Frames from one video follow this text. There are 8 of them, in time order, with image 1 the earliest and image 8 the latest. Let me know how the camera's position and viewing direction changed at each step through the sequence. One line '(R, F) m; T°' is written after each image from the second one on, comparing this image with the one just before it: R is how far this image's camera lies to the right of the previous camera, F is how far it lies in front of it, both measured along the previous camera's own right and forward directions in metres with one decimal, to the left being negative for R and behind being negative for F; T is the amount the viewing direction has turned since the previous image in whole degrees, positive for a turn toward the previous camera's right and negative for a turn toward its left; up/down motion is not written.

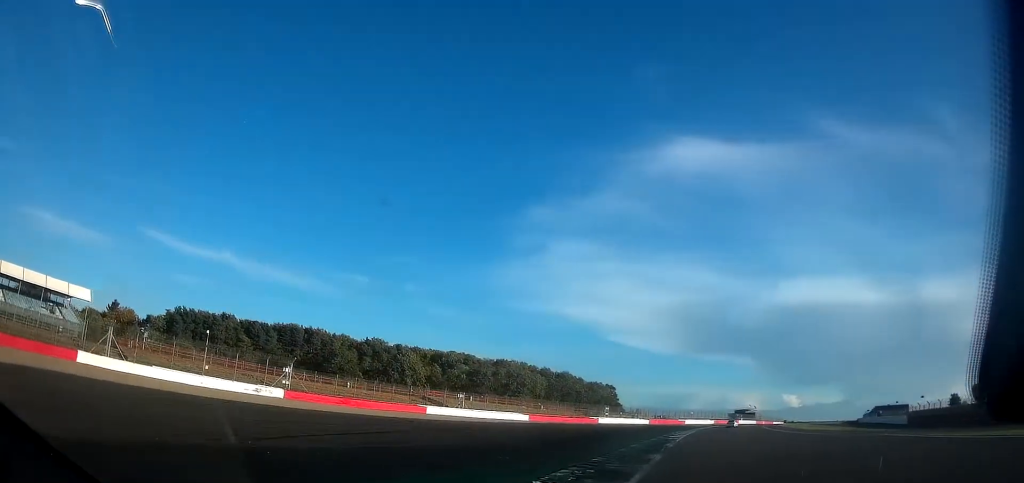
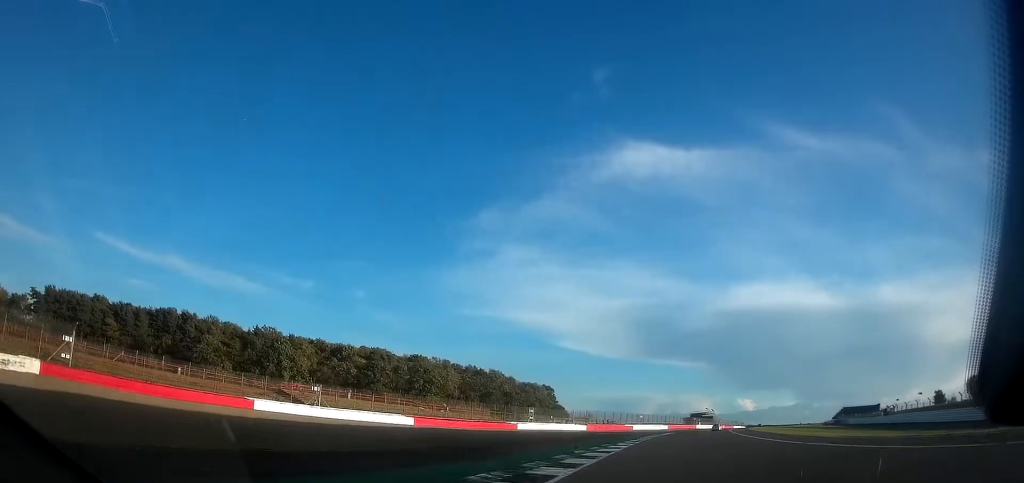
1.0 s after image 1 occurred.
(+5.1, +32.1) m; +13°
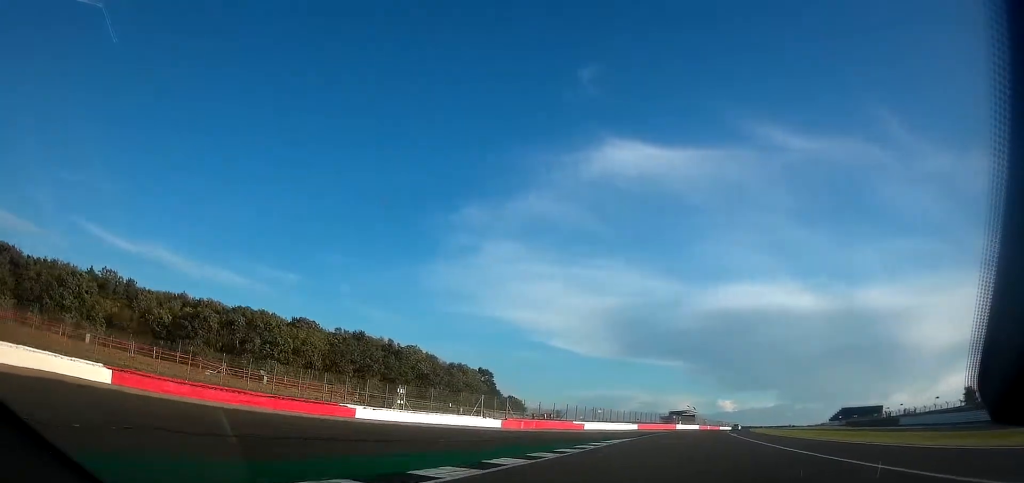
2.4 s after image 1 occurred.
(+4.3, +53.0) m; +6°
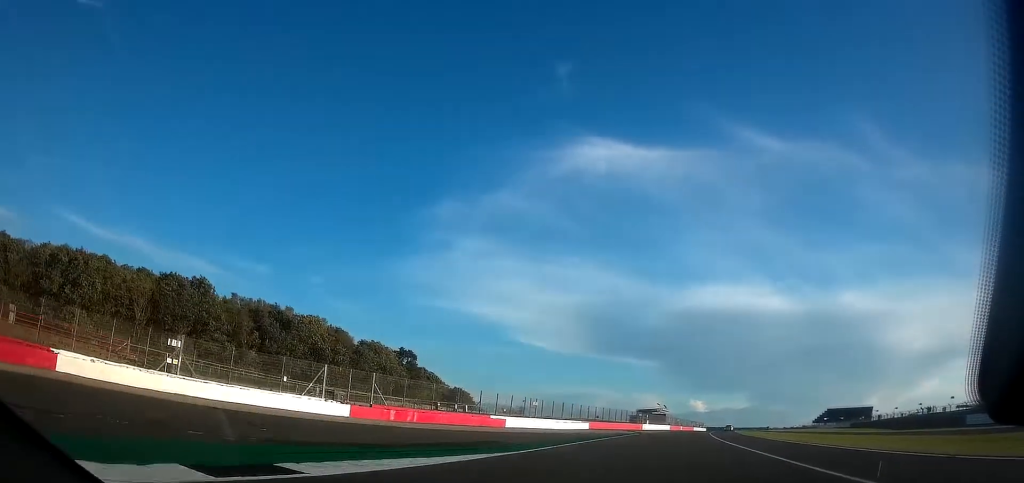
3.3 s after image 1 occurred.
(+0.1, +37.2) m; +2°
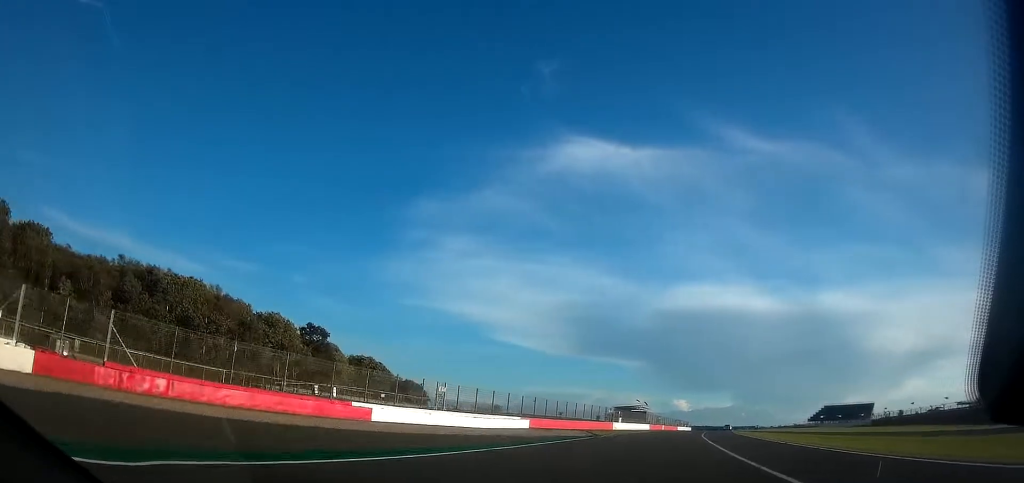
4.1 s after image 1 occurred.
(+1.3, +34.7) m; -1°
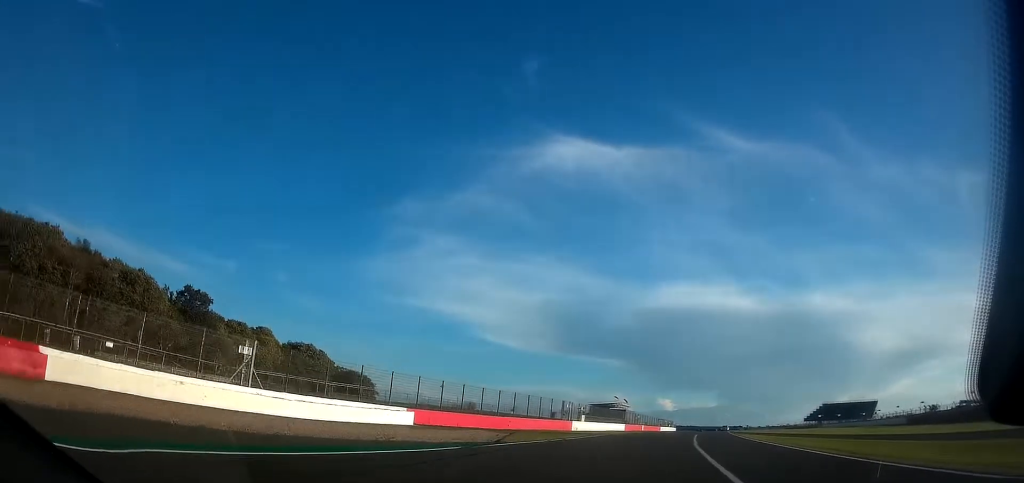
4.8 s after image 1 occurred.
(-1.2, +31.9) m; -3°
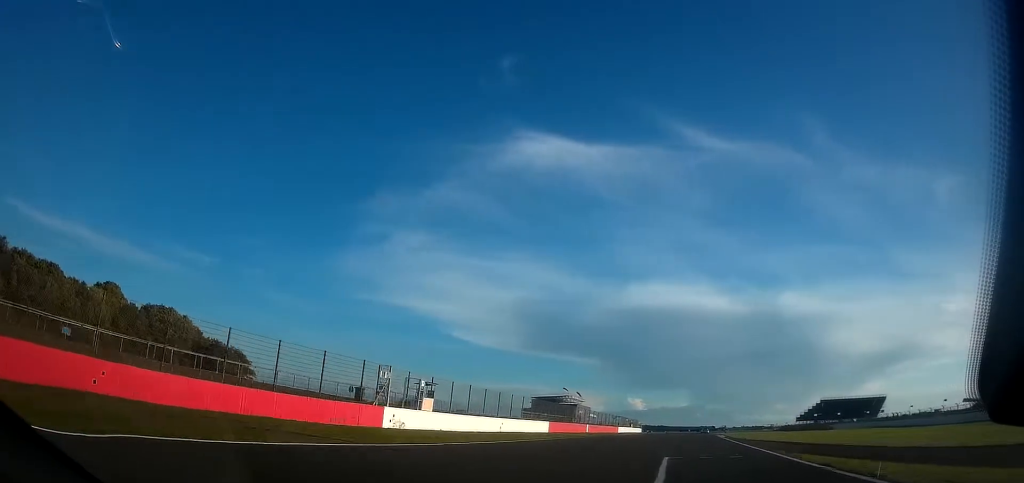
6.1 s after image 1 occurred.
(-2.6, +55.3) m; -3°
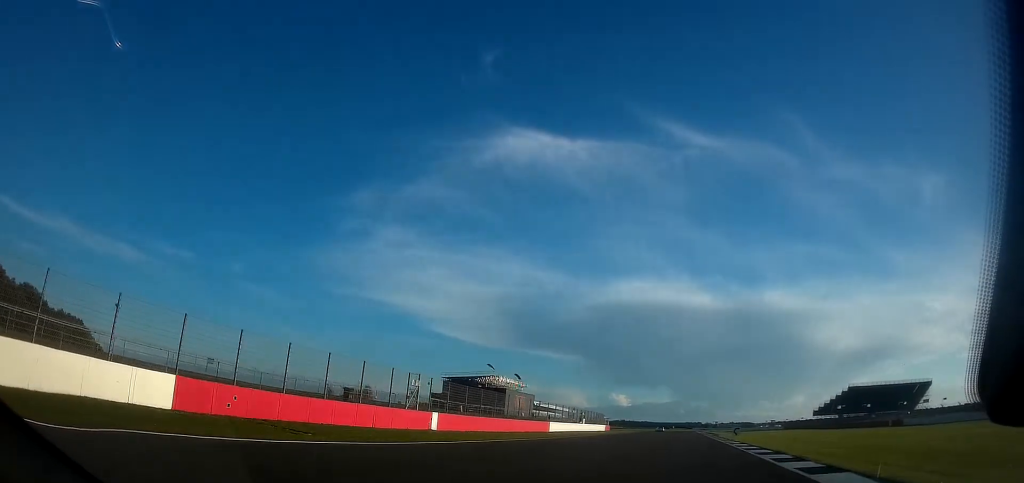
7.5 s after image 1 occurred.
(+0.1, +63.6) m; 0°
